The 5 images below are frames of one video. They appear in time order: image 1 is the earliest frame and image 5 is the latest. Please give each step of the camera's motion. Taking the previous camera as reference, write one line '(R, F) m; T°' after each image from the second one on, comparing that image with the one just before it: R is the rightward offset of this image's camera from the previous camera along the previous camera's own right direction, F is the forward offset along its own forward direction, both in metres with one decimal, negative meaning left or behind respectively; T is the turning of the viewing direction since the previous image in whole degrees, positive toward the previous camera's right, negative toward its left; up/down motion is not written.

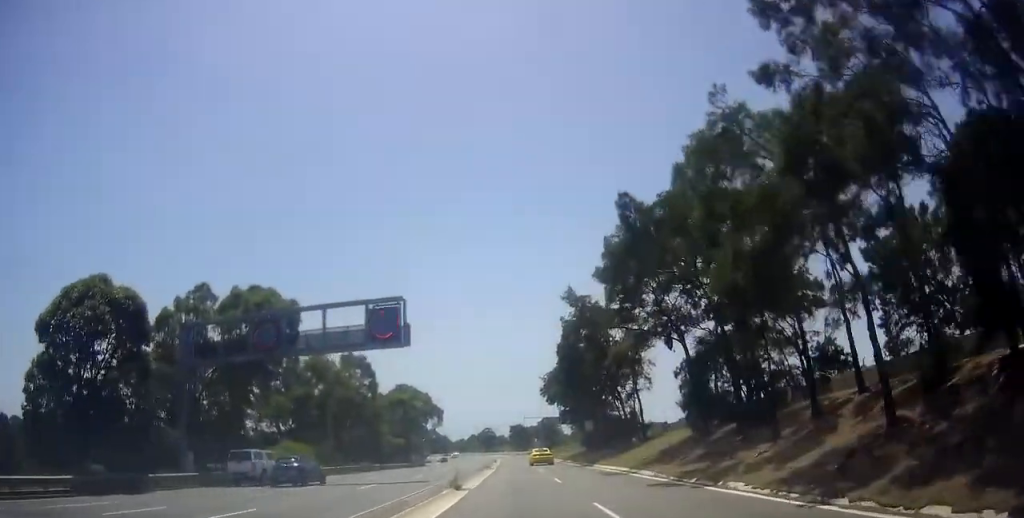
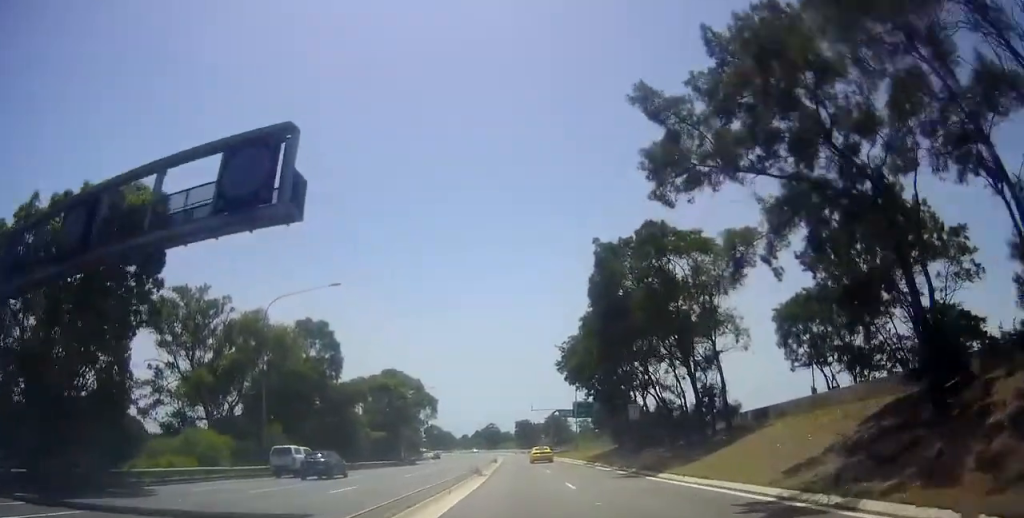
(0.0, +15.8) m; 0°
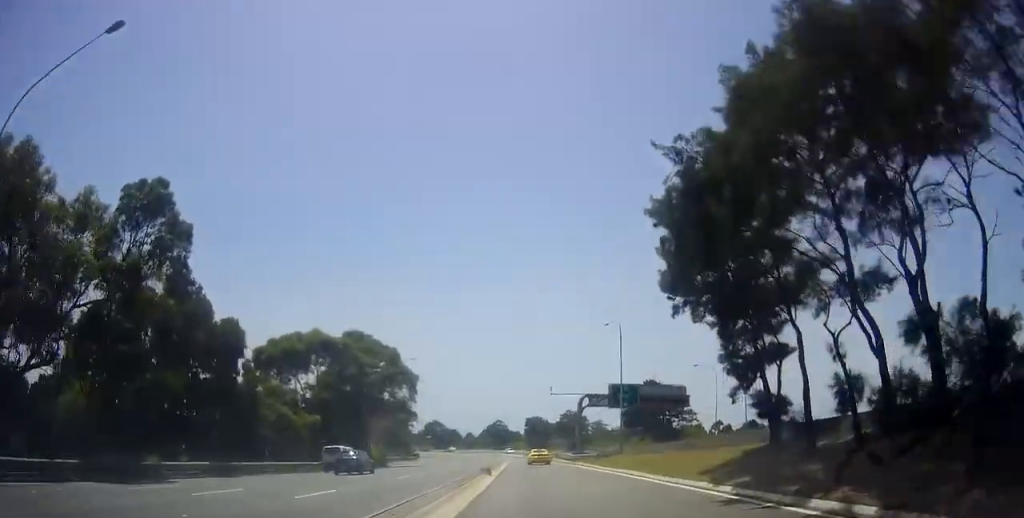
(-0.4, +27.4) m; 0°
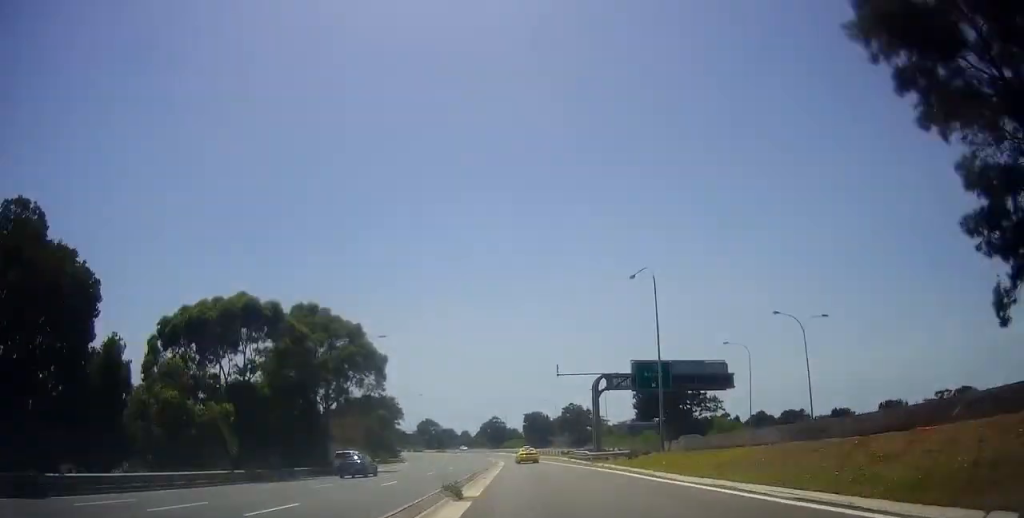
(+0.5, +14.8) m; +1°
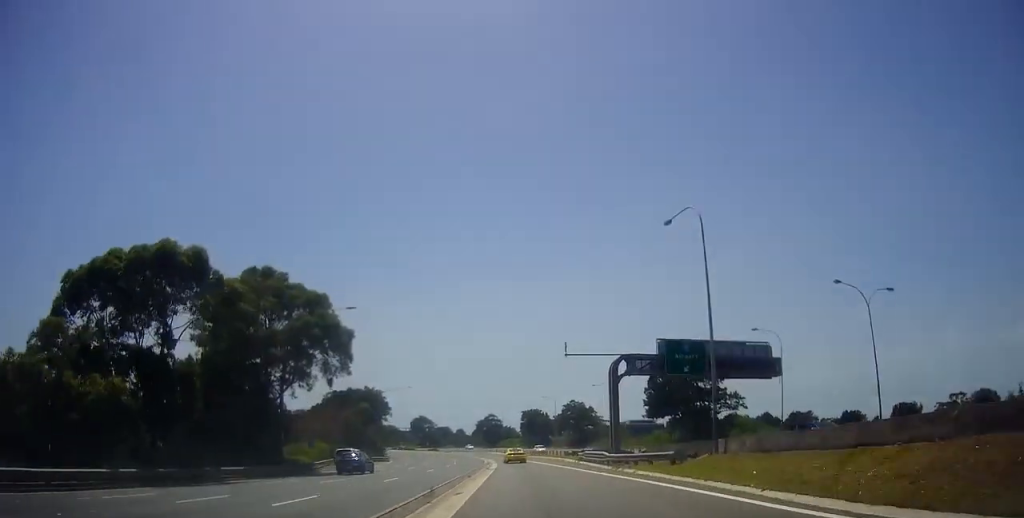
(+0.1, +10.4) m; 0°
